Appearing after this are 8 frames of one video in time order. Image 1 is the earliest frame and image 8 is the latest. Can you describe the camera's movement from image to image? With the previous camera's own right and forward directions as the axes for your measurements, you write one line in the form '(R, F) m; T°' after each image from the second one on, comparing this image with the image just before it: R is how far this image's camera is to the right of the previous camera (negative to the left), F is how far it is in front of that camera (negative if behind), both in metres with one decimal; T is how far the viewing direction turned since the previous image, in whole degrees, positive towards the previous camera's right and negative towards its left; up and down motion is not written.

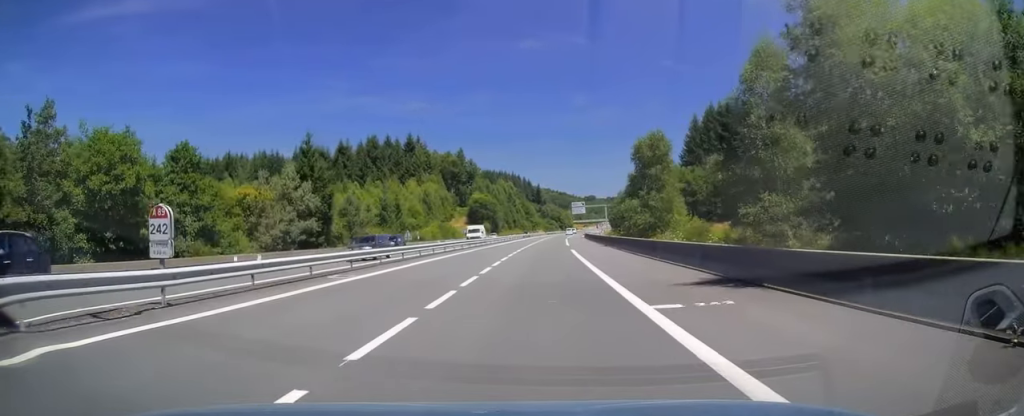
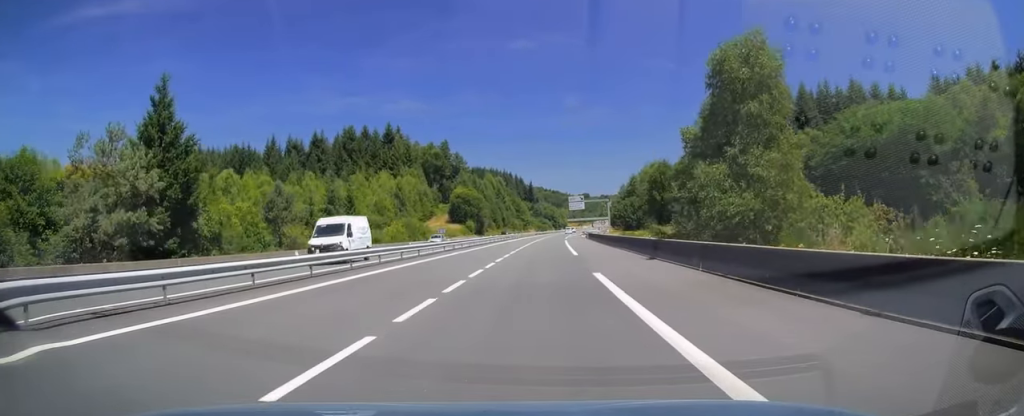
(+0.2, +23.8) m; +1°
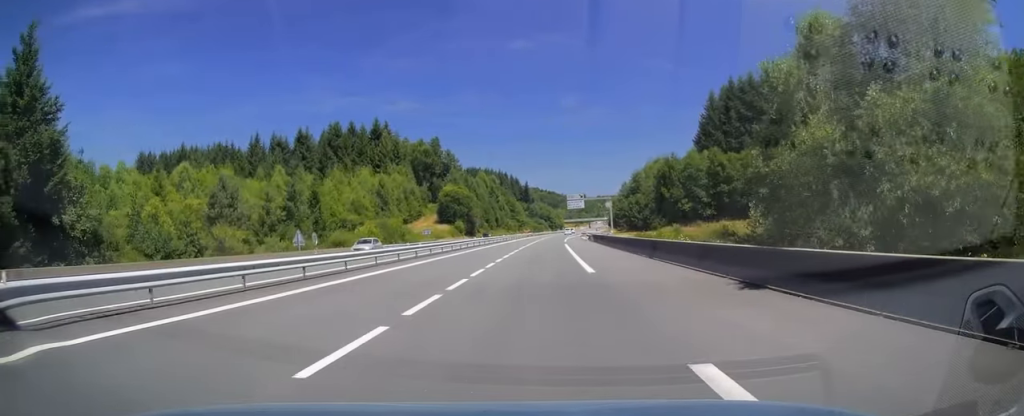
(0.0, +12.4) m; 0°
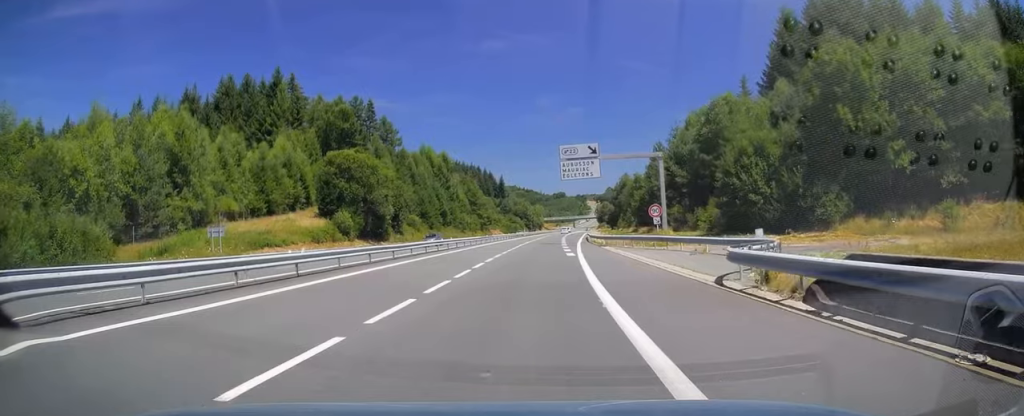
(+1.2, +72.0) m; +2°
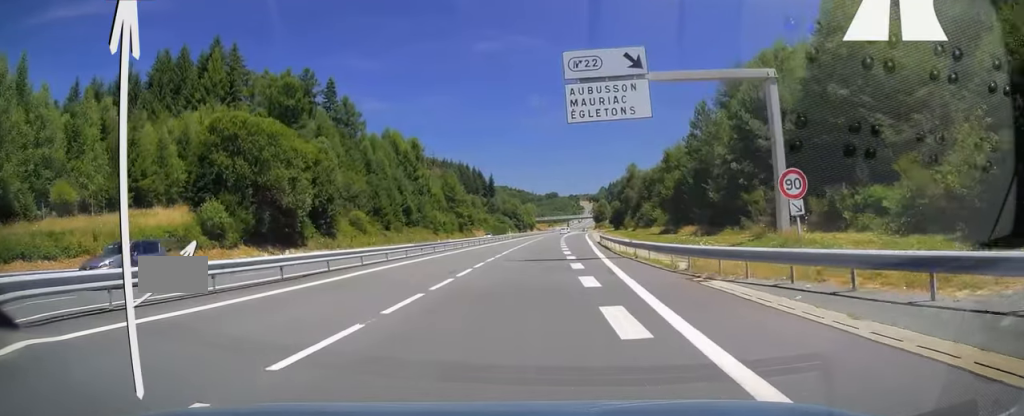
(+0.4, +28.9) m; +1°
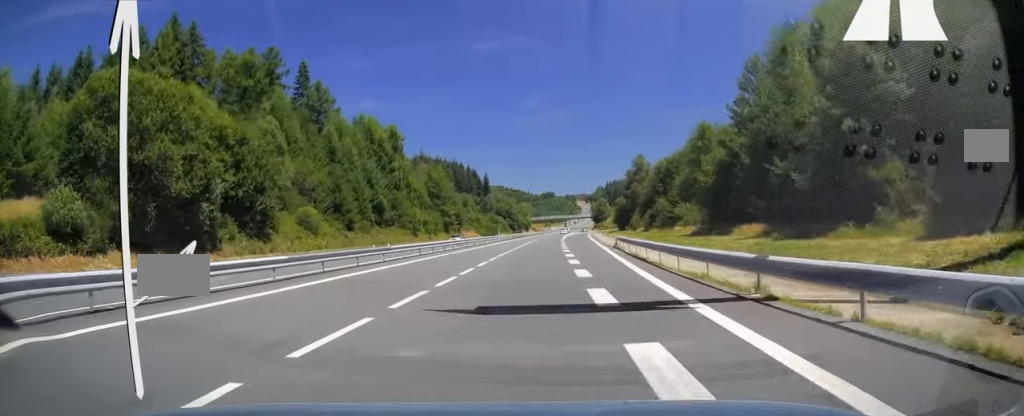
(0.0, +16.5) m; 0°
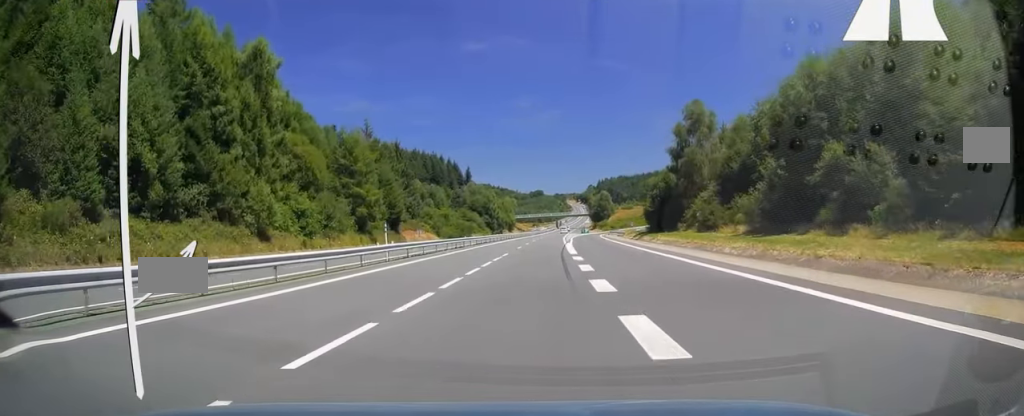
(+0.4, +56.3) m; +1°
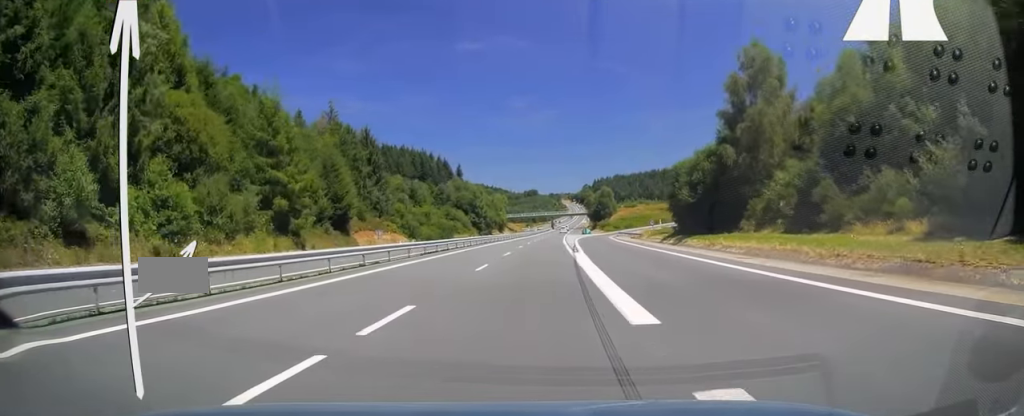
(+0.2, +23.7) m; +1°
